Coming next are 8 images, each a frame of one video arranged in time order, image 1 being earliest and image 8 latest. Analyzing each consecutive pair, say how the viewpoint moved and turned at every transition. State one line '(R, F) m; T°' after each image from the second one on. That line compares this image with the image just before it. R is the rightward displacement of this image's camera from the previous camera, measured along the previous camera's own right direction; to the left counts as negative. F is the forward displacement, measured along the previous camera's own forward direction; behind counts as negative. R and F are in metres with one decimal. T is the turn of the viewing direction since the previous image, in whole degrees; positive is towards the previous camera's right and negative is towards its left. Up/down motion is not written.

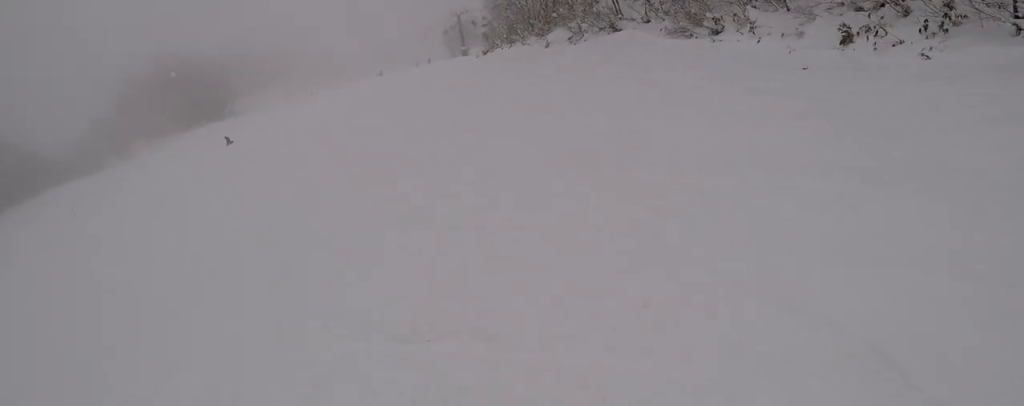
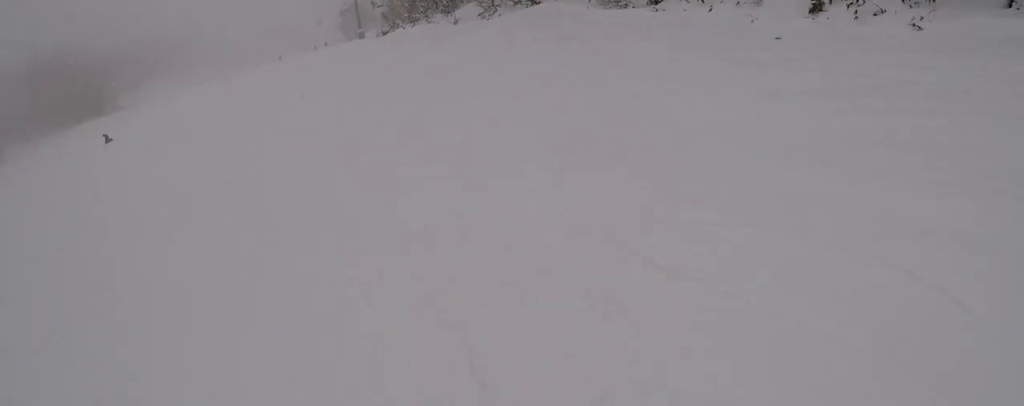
(+0.1, +3.7) m; +8°
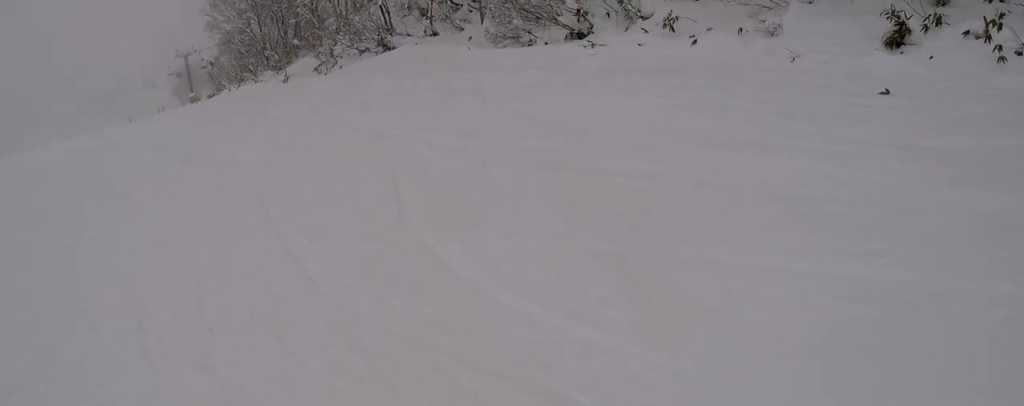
(+1.5, +10.5) m; -1°
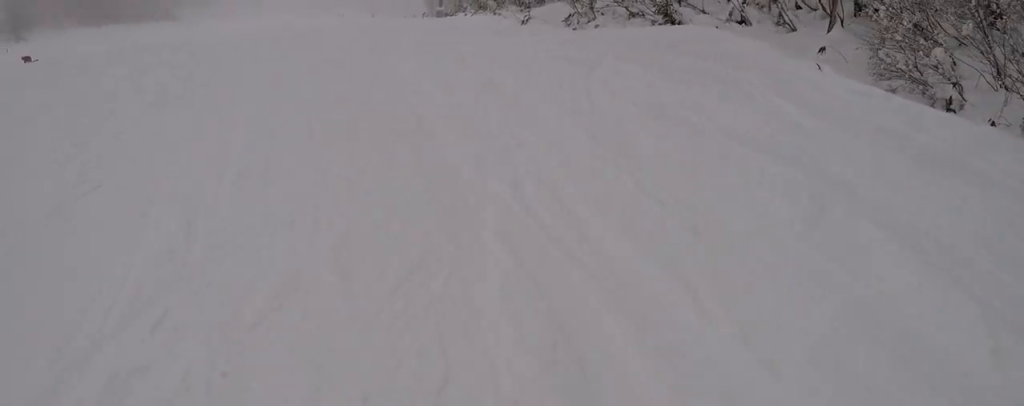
(-2.4, +7.6) m; -34°
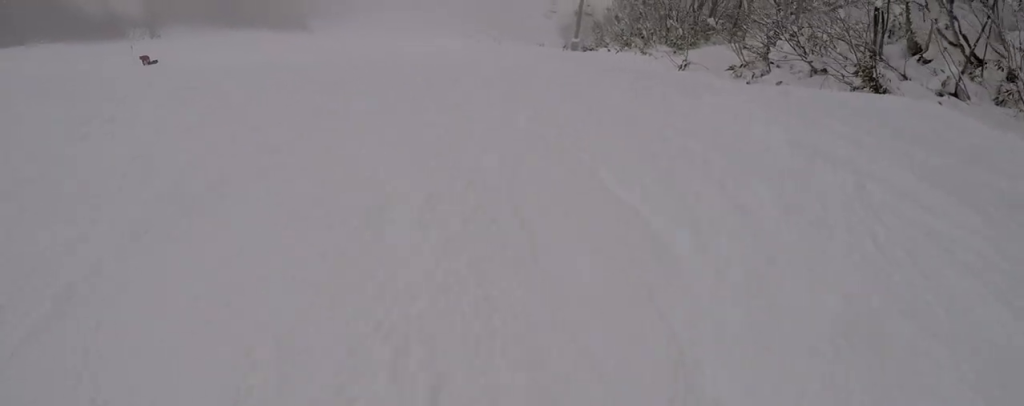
(-0.6, +3.7) m; -8°
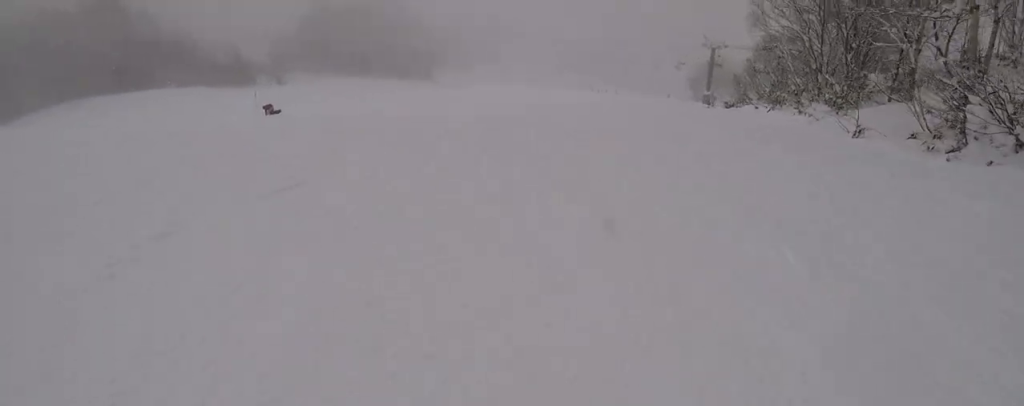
(-0.1, +3.1) m; +3°
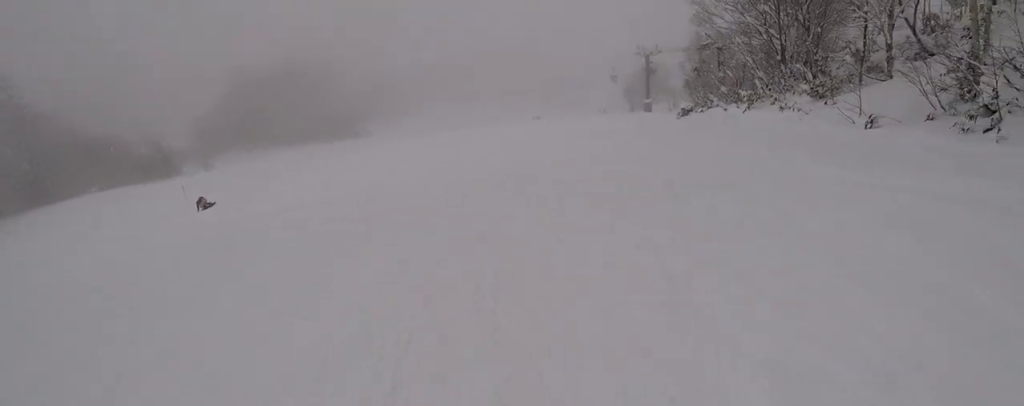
(+0.1, +3.9) m; +12°
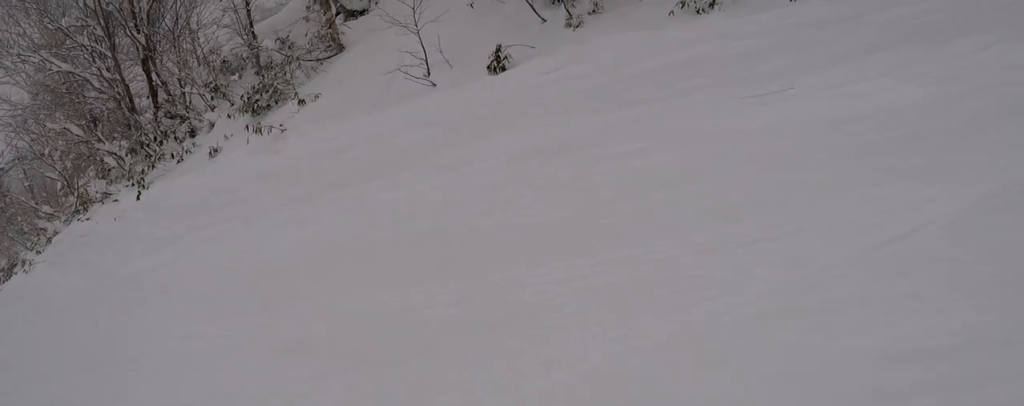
(+6.2, +11.0) m; +70°
